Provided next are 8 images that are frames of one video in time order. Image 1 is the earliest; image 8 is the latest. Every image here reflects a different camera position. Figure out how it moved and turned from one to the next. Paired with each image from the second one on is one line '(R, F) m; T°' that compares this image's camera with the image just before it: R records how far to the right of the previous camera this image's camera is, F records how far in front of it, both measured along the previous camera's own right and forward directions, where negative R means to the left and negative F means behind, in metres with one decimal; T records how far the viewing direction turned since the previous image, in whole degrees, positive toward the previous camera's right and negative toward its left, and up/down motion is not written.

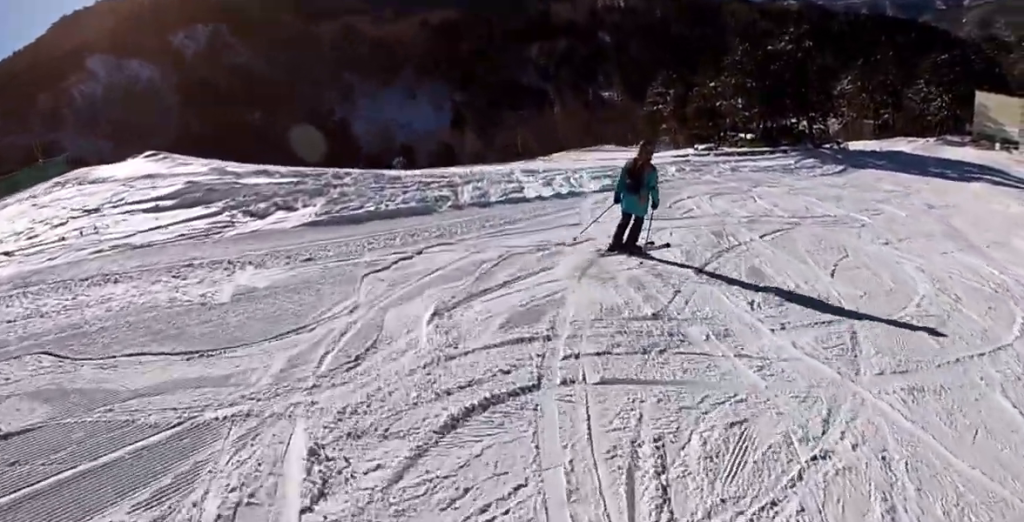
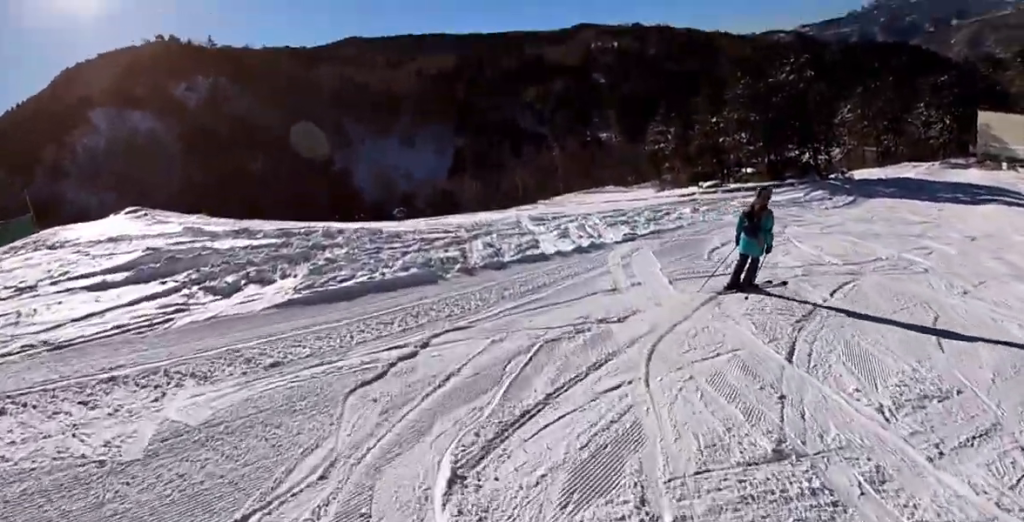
(-0.1, +2.1) m; +5°
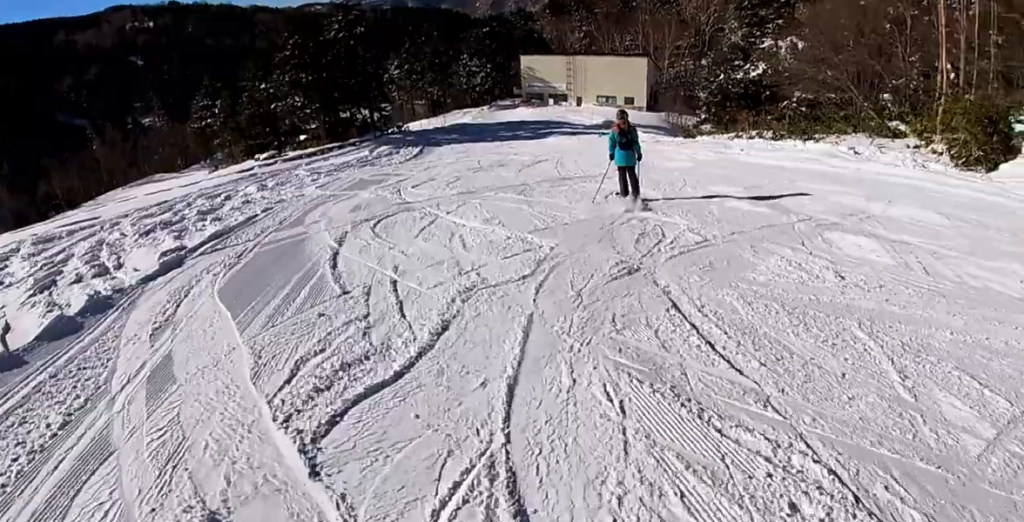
(+1.7, +6.9) m; +31°
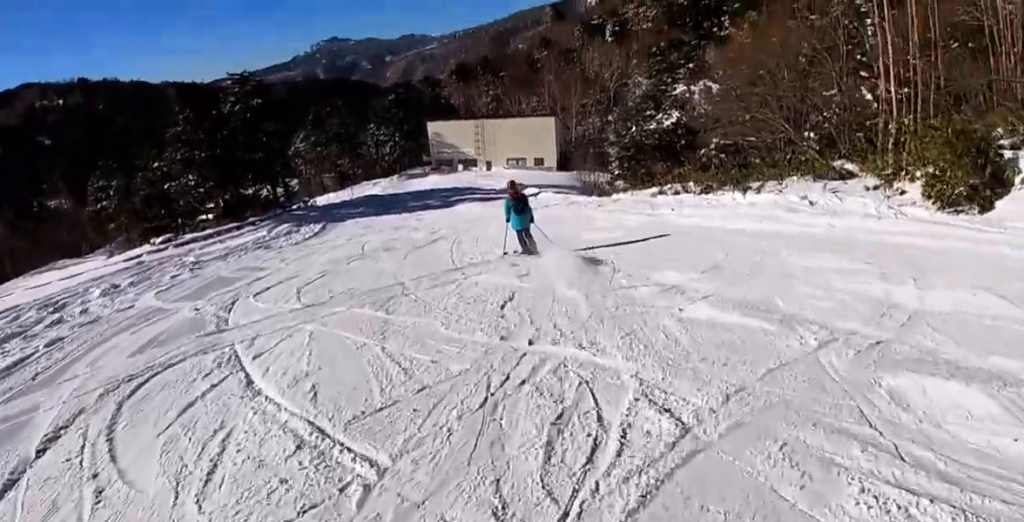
(+0.9, +3.9) m; +13°
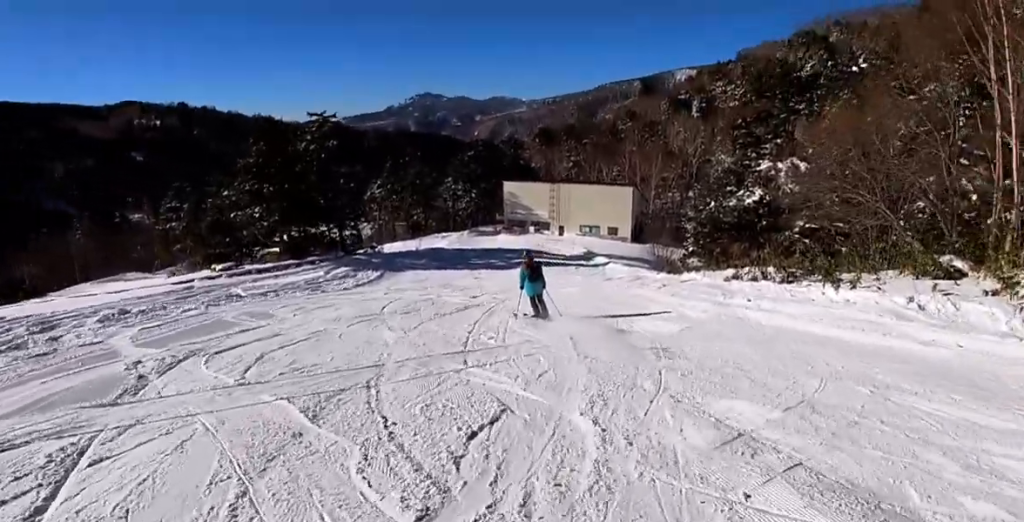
(+0.1, +2.7) m; -7°
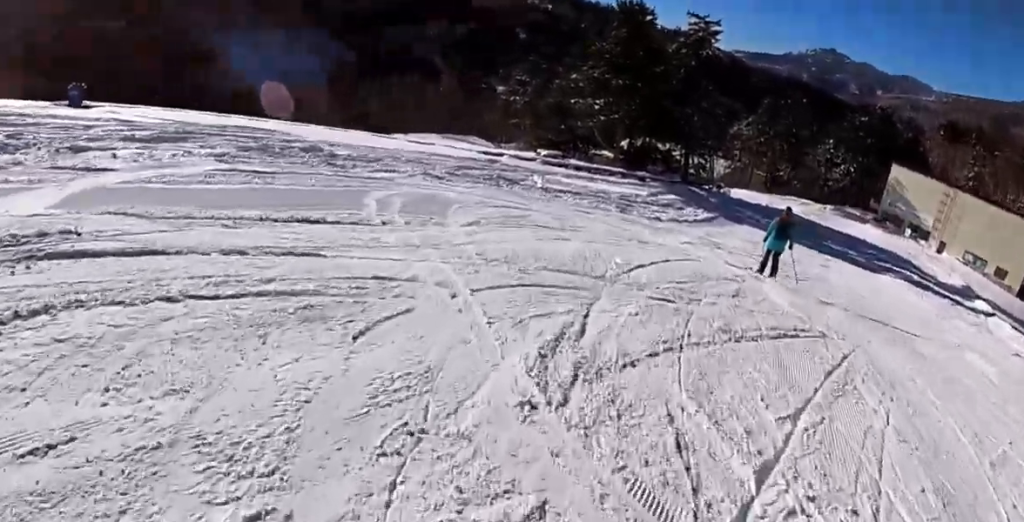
(-1.6, +7.0) m; -23°
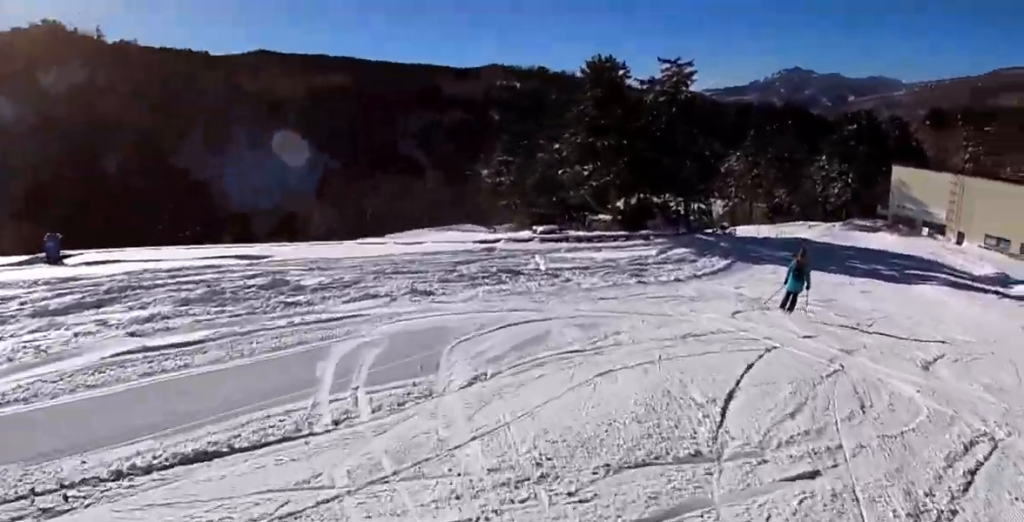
(-0.2, +2.9) m; 0°
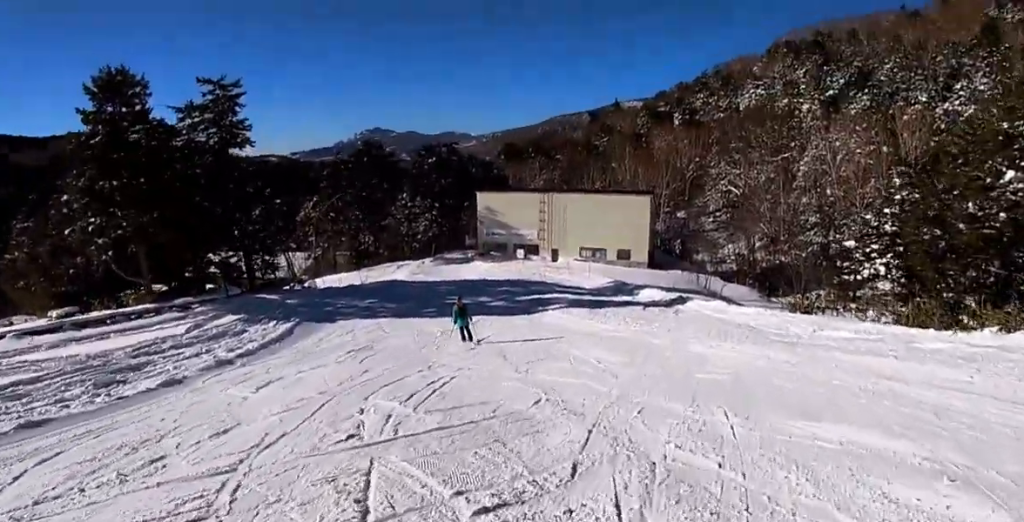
(+4.6, +14.2) m; +27°
